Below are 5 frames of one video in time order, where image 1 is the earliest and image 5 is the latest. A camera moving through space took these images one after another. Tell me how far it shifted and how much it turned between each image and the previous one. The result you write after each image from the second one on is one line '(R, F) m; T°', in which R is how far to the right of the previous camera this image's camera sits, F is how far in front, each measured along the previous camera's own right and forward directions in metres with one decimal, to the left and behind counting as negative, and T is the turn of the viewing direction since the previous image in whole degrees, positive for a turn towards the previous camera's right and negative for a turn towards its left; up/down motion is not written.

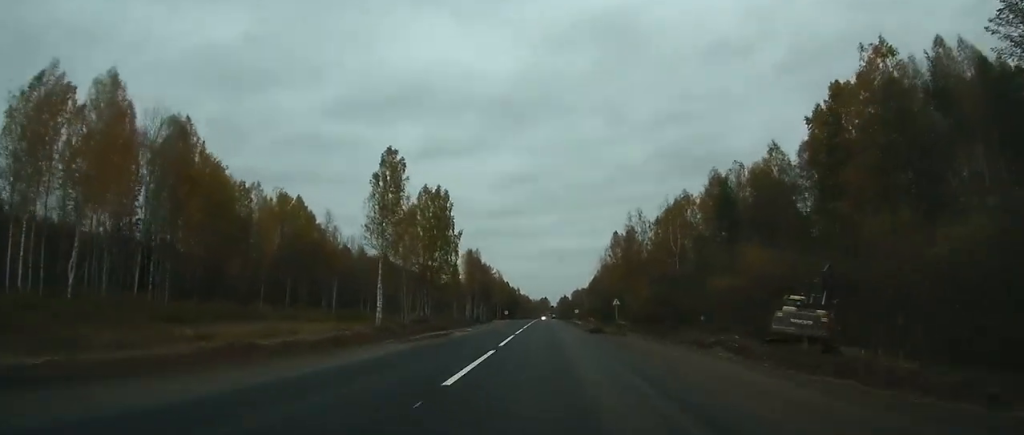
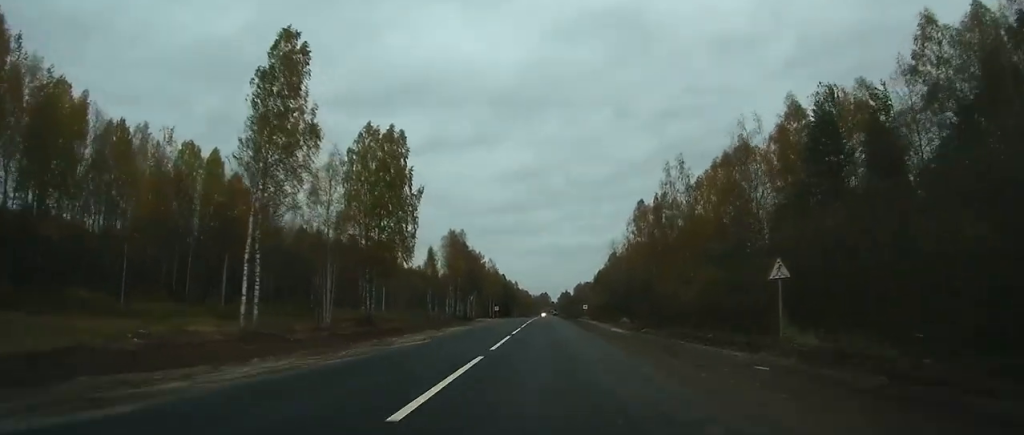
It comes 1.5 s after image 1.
(-0.1, +40.7) m; 0°
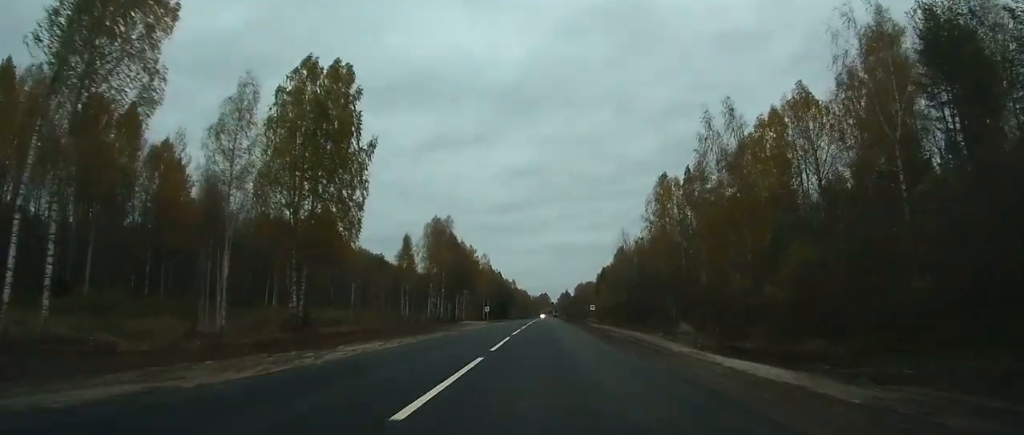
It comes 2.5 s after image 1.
(+0.1, +24.1) m; 0°
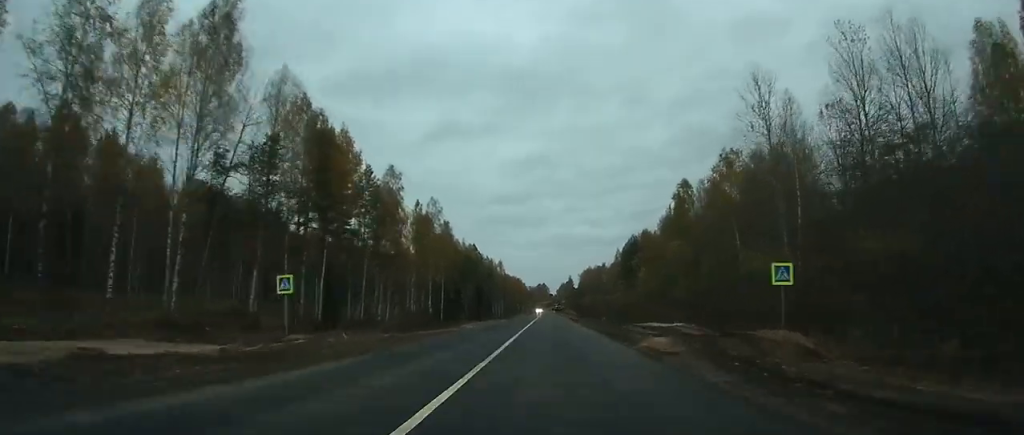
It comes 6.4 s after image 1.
(0.0, +98.0) m; 0°
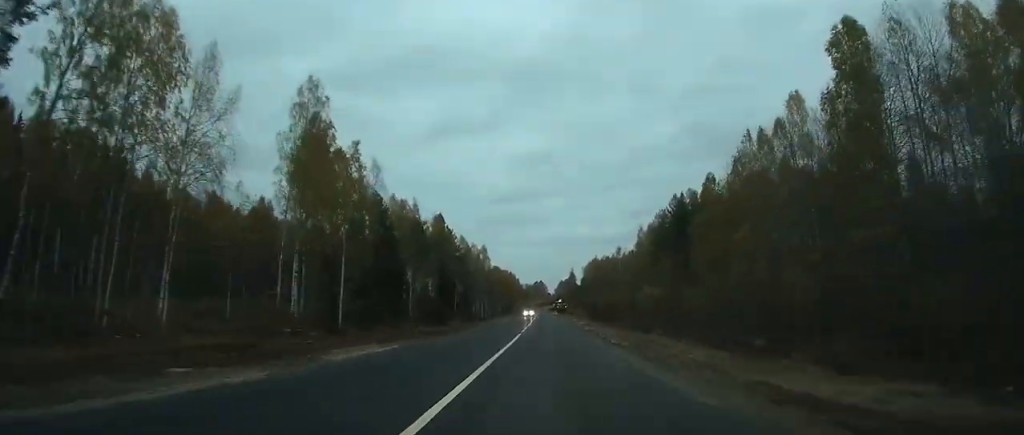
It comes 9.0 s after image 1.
(-0.1, +66.5) m; 0°
